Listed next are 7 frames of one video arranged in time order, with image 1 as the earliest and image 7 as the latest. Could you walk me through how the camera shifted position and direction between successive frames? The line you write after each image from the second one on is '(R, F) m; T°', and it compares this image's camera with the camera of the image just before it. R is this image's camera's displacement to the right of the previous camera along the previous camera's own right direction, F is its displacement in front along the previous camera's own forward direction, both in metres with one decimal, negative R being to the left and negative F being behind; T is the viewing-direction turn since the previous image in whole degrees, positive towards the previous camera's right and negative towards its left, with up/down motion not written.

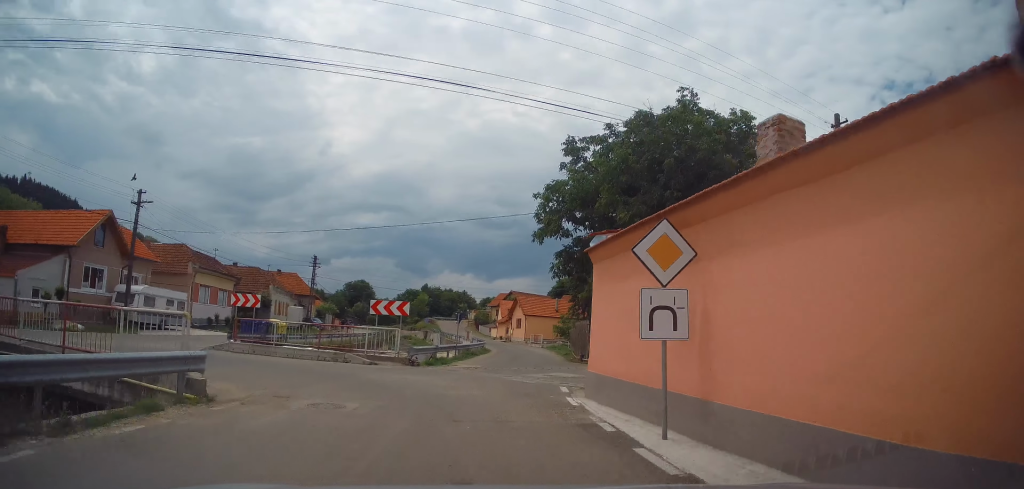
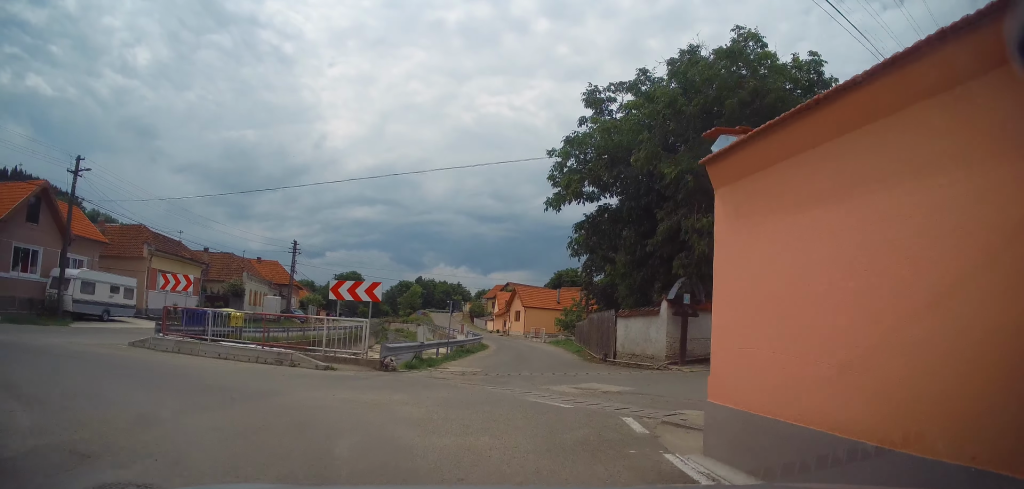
(+0.4, +5.9) m; +5°
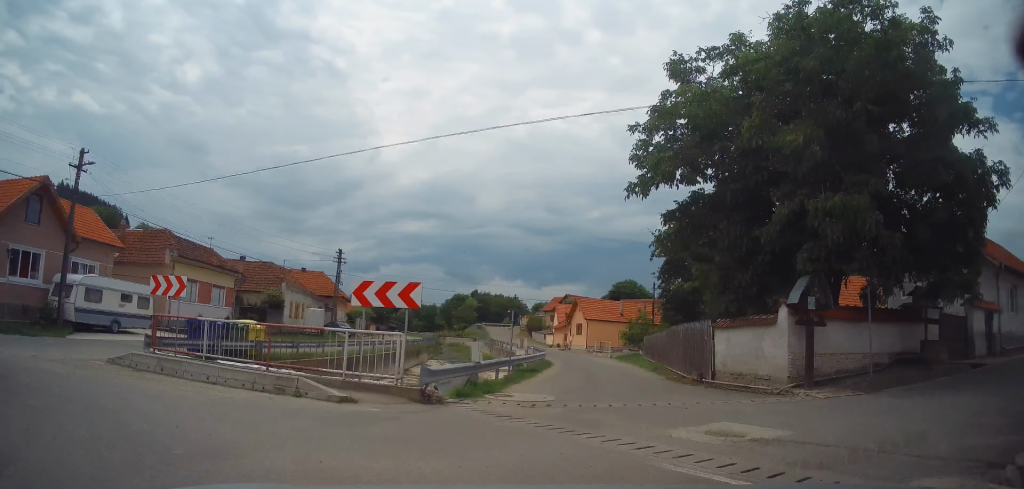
(-0.2, +4.4) m; -13°
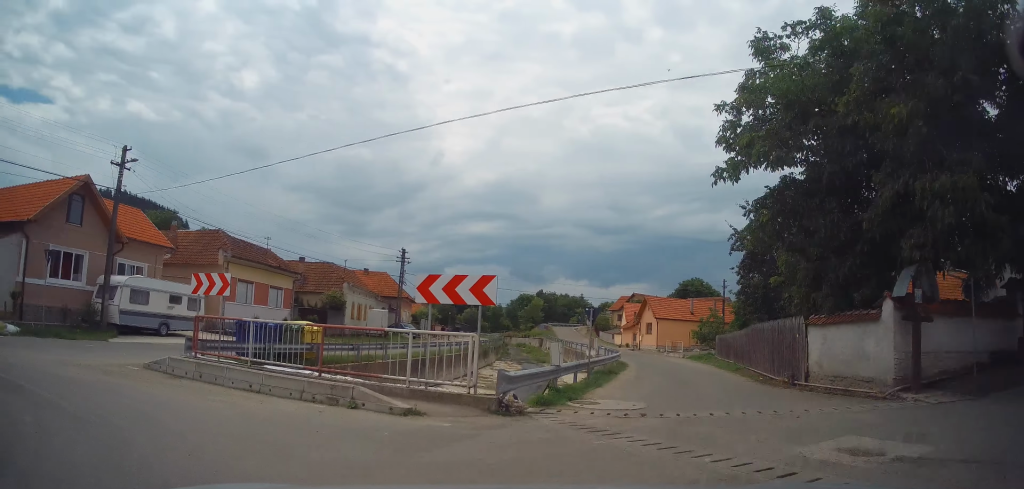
(-0.3, +1.6) m; -8°
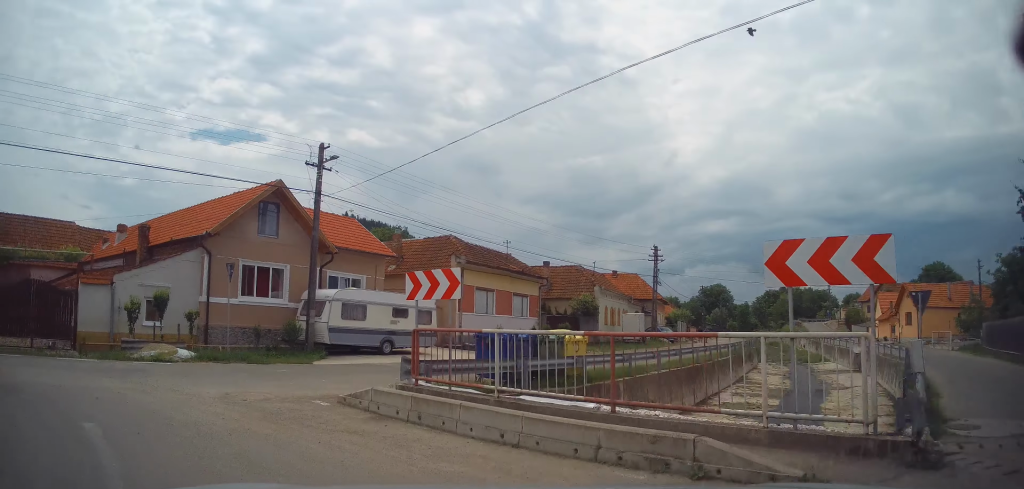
(-0.7, +4.2) m; -24°
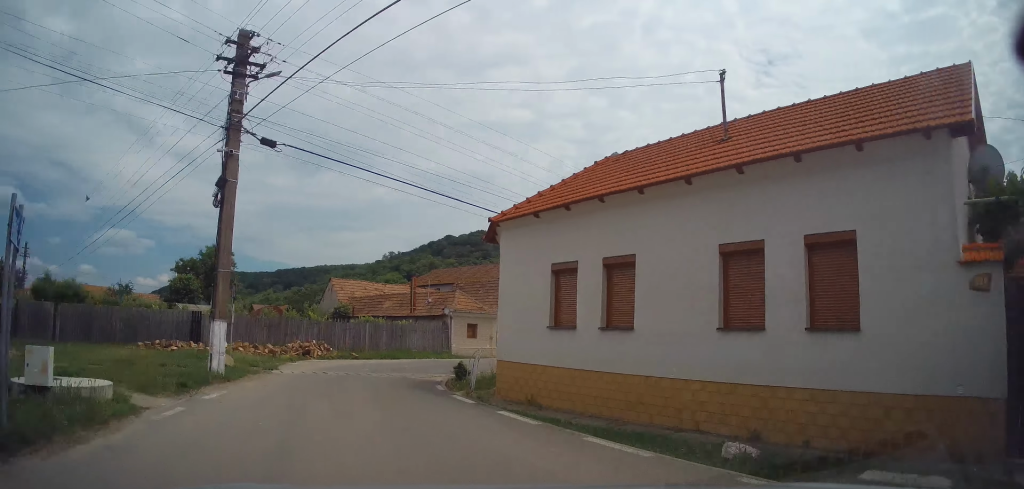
(-8.8, +8.1) m; -88°
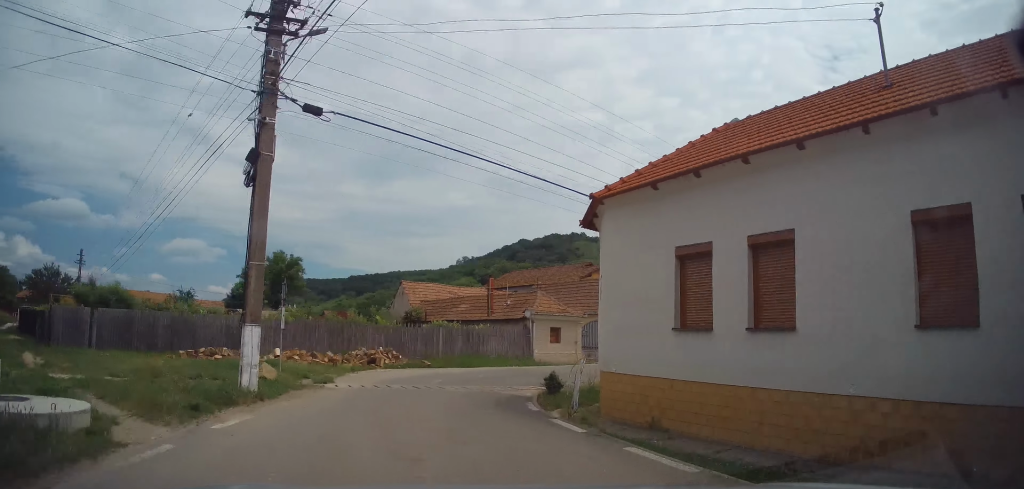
(-0.2, +2.3) m; -10°
